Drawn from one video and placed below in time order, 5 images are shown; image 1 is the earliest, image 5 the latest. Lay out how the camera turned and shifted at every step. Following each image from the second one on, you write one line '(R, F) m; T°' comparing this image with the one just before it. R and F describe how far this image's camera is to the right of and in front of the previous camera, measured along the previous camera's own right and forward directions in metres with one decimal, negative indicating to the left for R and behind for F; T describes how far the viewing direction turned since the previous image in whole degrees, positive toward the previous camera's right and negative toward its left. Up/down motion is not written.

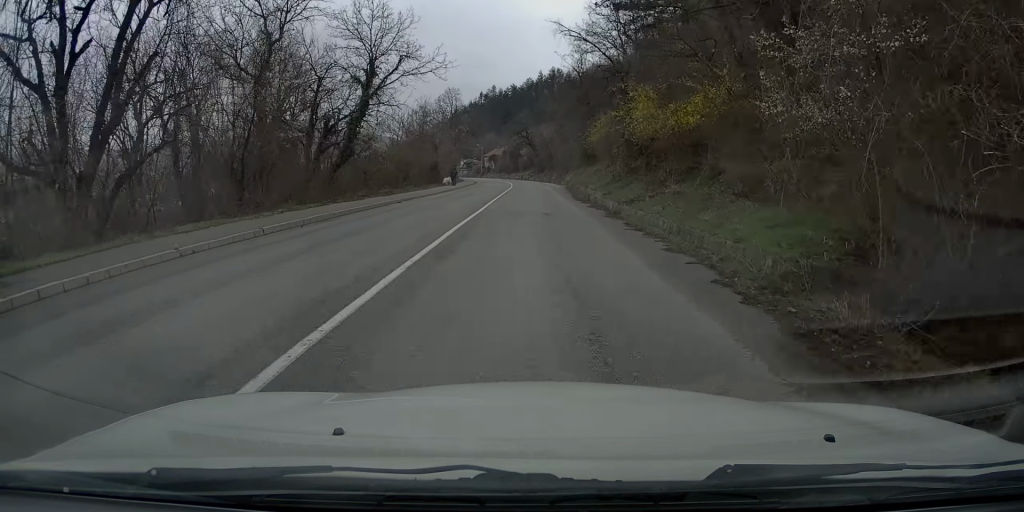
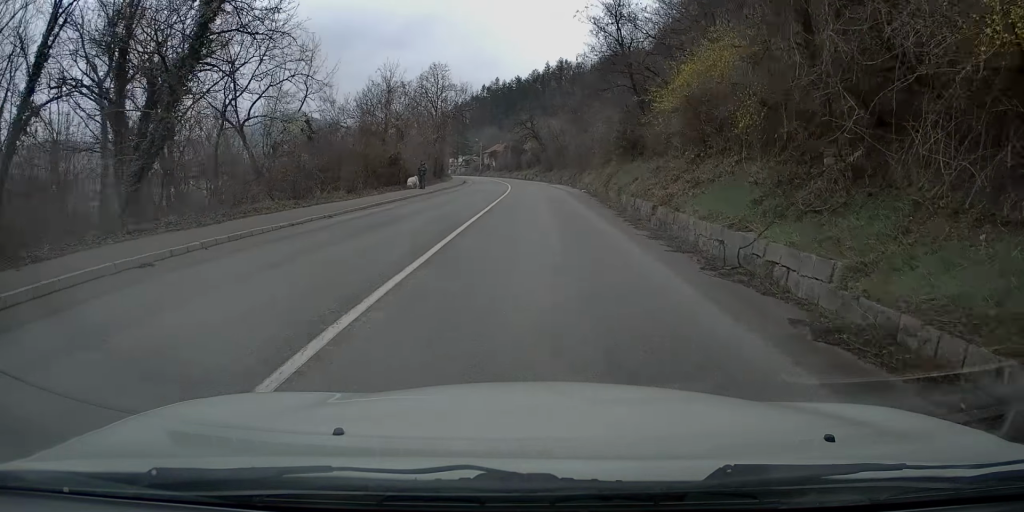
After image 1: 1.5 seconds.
(+0.3, +19.4) m; +1°
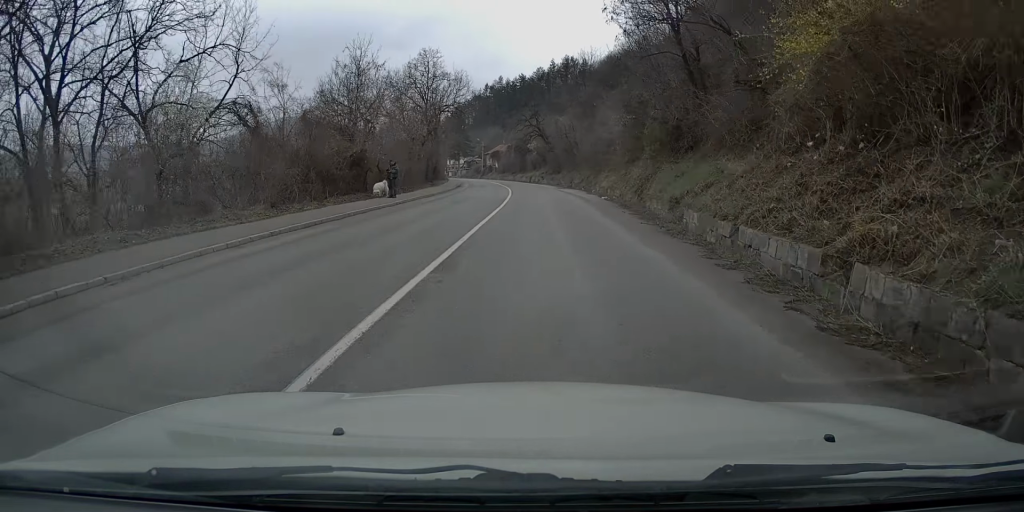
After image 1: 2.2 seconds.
(0.0, +9.9) m; 0°
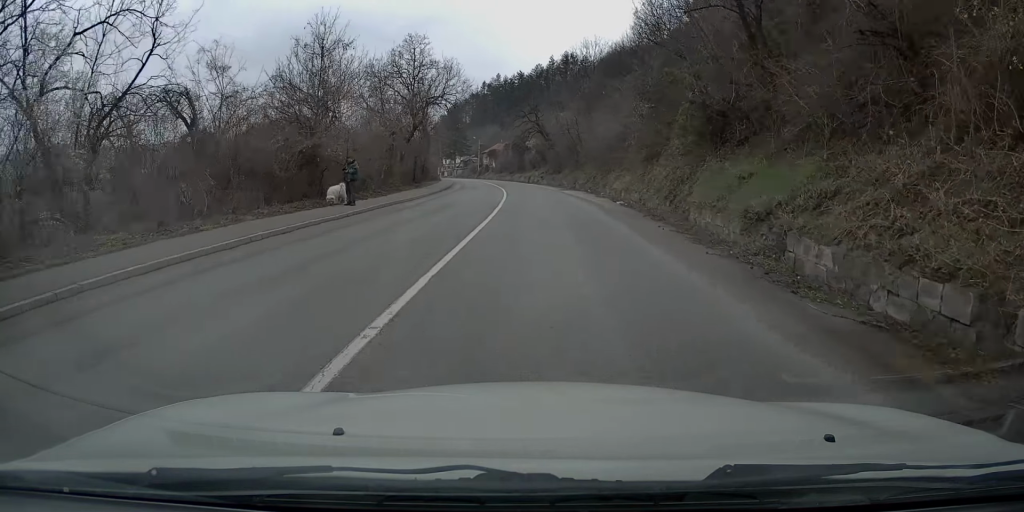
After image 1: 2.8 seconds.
(0.0, +6.9) m; 0°
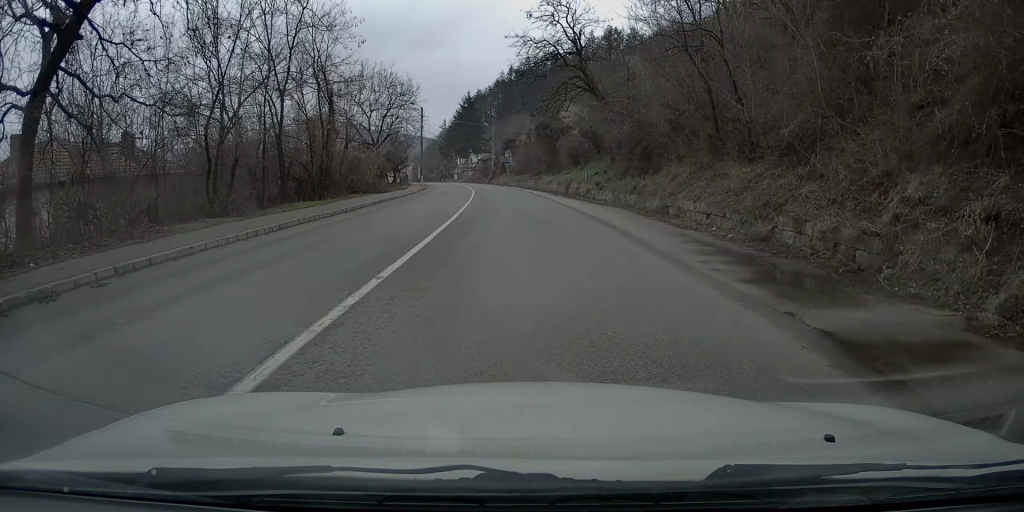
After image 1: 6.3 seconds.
(-0.5, +43.8) m; -3°
